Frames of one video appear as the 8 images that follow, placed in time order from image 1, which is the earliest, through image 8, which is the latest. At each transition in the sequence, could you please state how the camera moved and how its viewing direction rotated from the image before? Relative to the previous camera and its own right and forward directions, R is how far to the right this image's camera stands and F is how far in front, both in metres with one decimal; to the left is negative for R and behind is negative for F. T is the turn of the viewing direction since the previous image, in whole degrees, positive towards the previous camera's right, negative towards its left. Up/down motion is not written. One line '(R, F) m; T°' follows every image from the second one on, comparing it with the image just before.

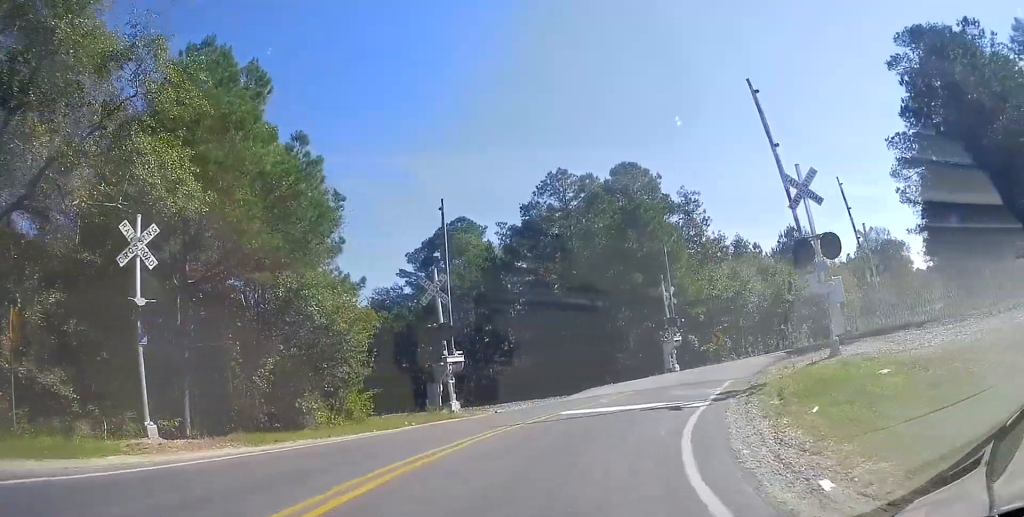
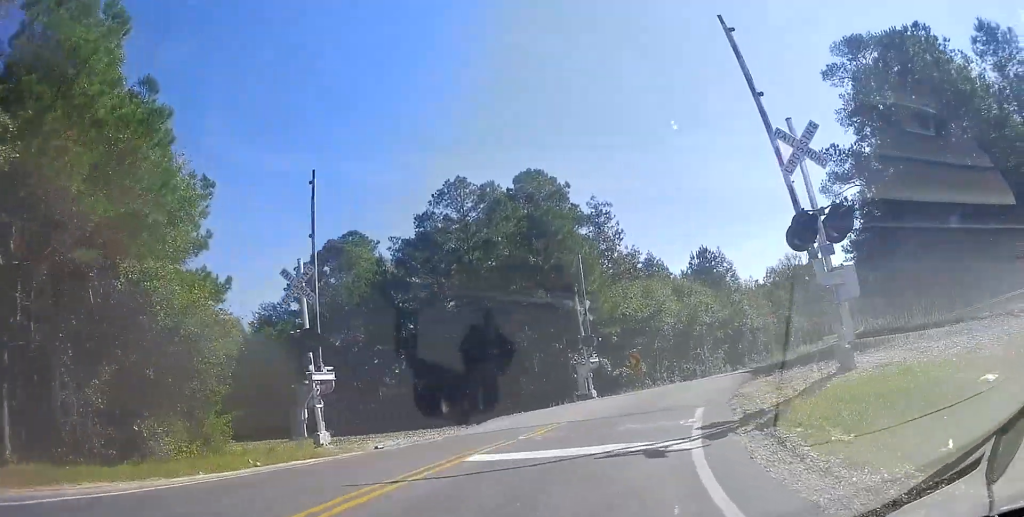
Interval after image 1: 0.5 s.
(+0.4, +4.7) m; +6°
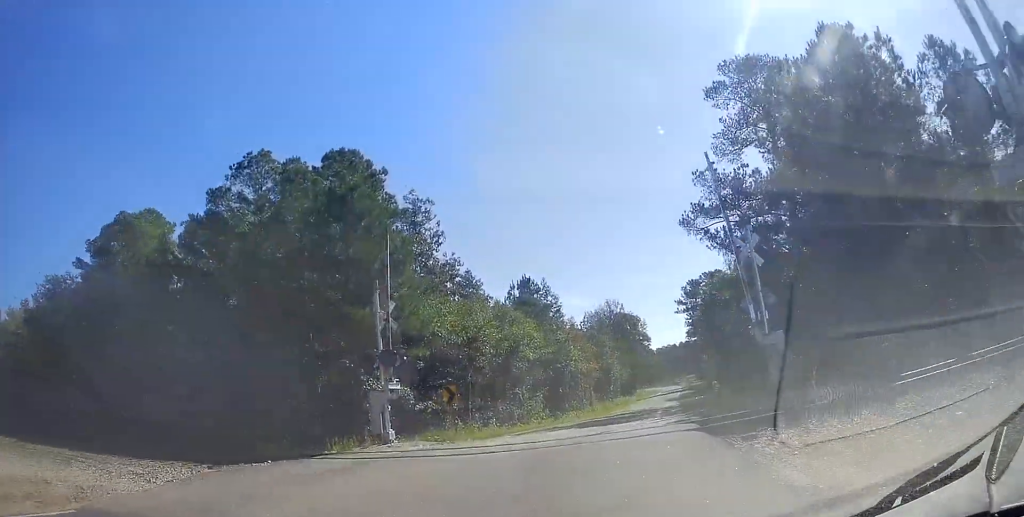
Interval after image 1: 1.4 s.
(+0.8, +8.7) m; +13°
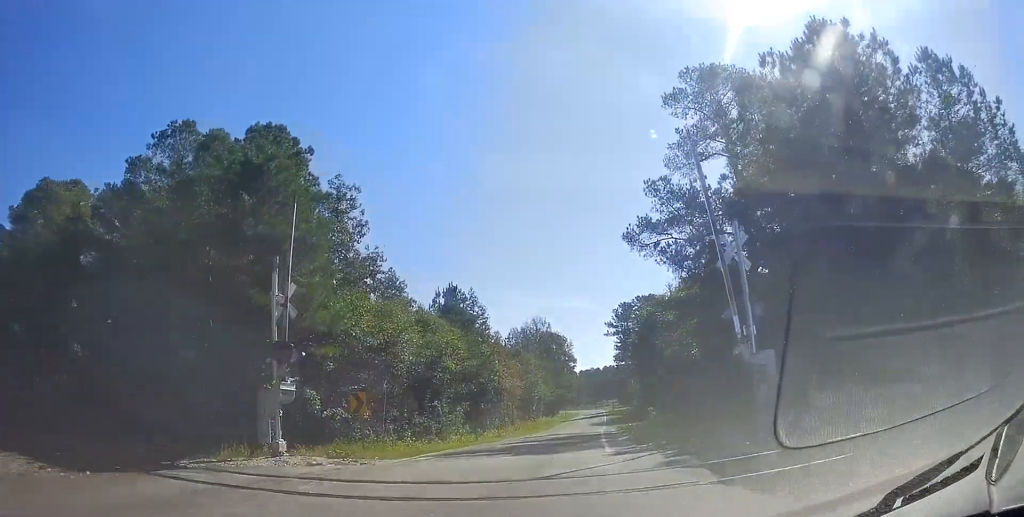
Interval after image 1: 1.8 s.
(0.0, +3.8) m; +7°
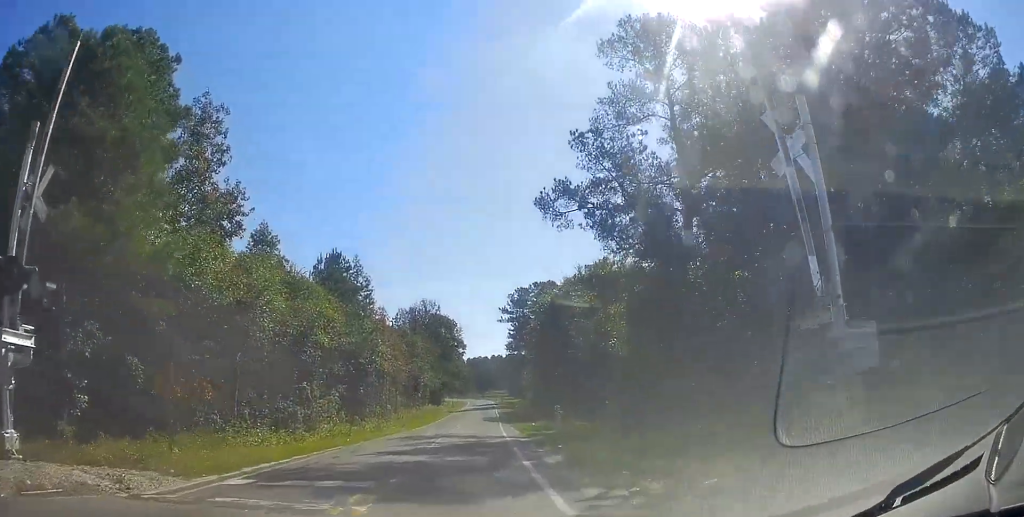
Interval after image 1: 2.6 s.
(+1.0, +7.0) m; +15°
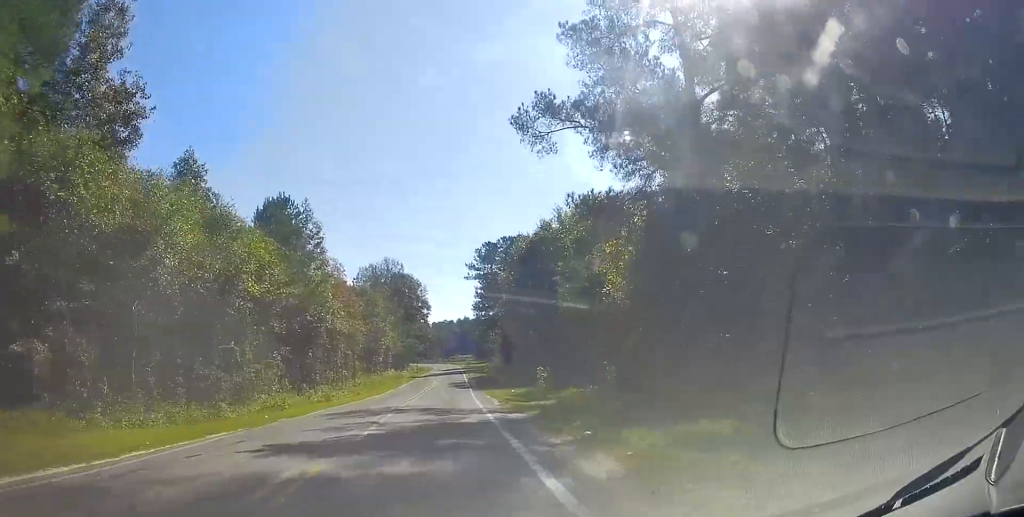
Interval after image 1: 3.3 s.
(+0.8, +6.4) m; +14°
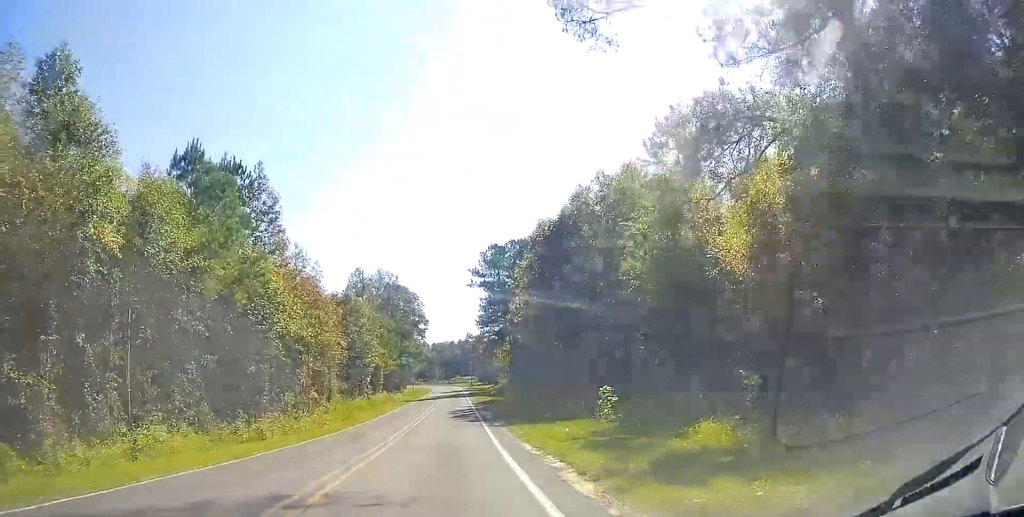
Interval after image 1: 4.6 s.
(+2.4, +10.9) m; +21°
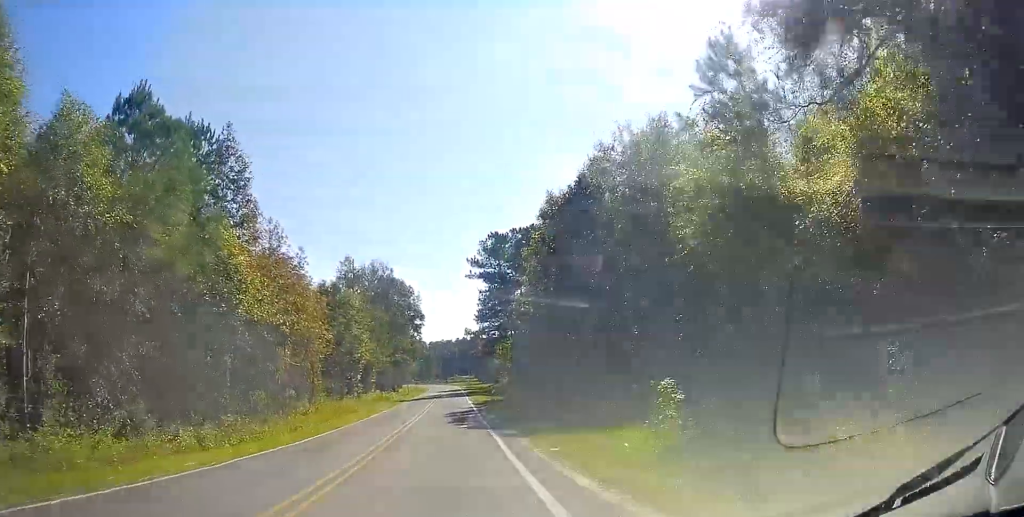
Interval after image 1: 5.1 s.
(+0.1, +4.5) m; +6°
